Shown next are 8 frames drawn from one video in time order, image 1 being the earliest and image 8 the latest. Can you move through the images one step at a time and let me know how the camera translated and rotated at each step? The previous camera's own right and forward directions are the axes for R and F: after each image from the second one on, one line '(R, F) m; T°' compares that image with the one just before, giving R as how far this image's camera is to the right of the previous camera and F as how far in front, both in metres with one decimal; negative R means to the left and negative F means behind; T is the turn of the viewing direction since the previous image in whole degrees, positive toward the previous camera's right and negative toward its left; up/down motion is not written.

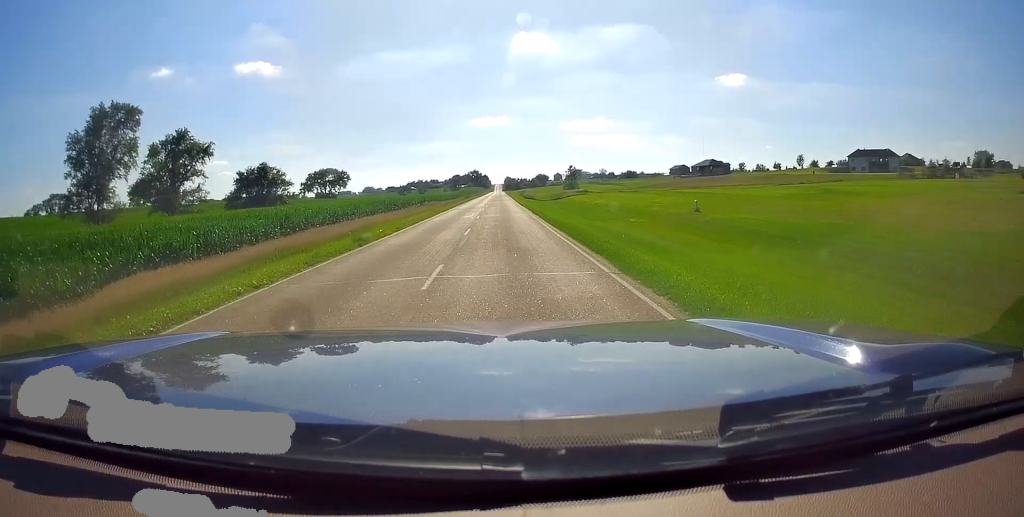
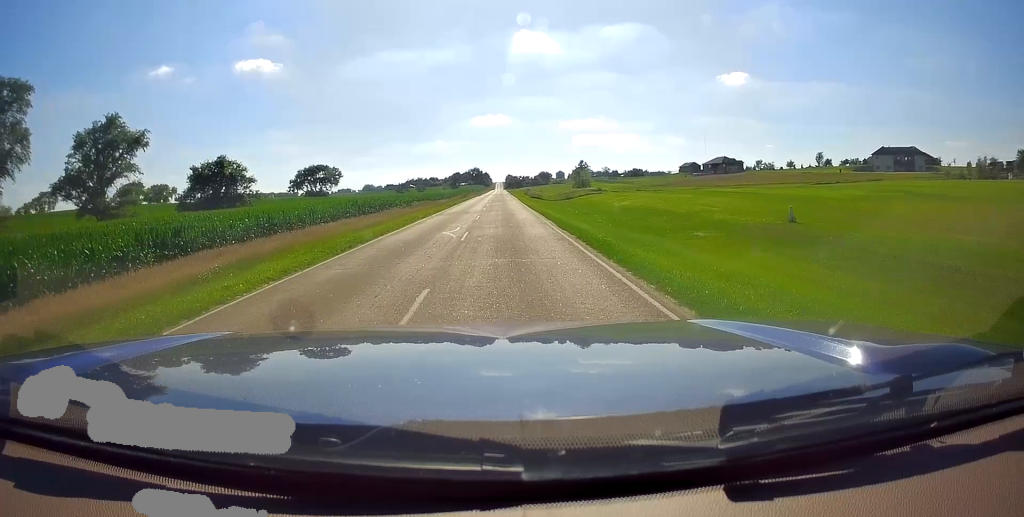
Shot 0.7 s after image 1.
(0.0, +15.1) m; 0°
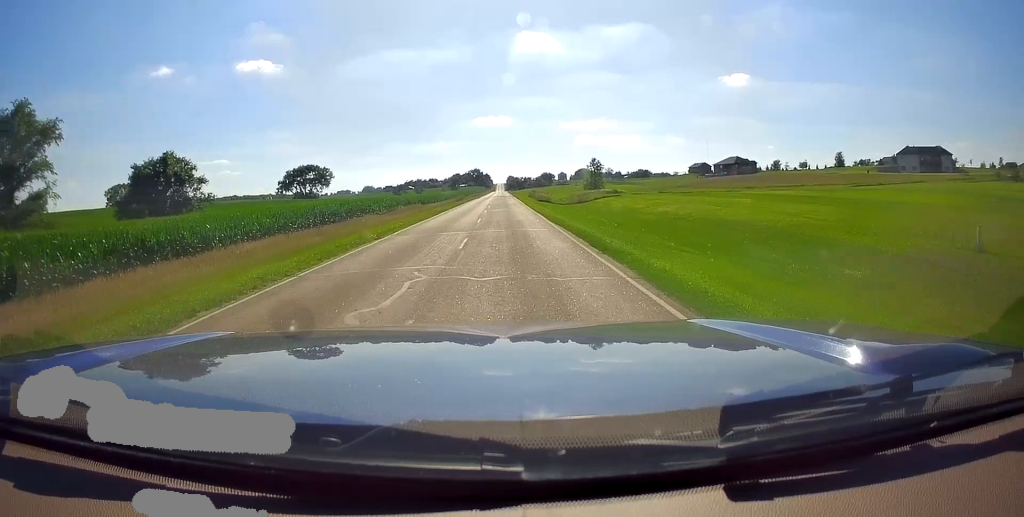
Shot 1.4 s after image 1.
(0.0, +14.0) m; 0°
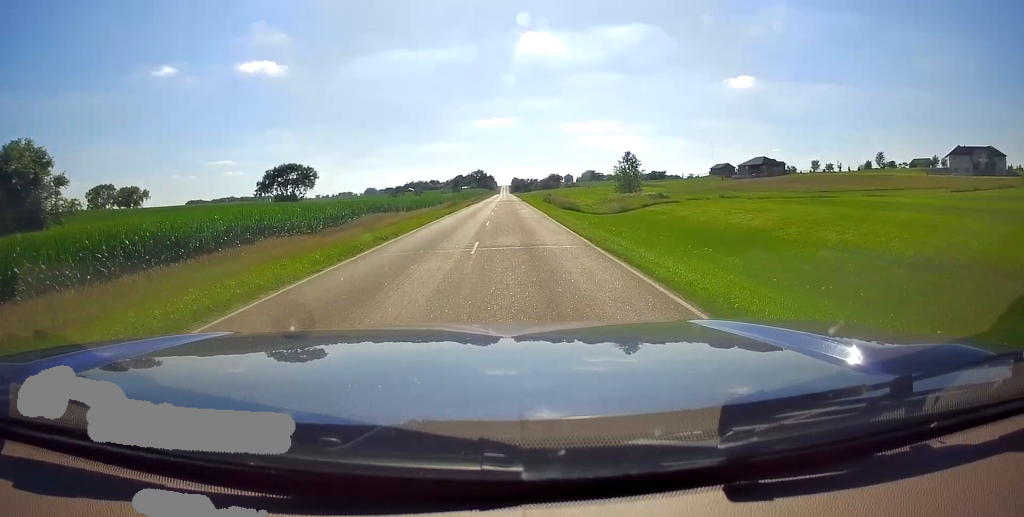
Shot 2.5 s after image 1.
(0.0, +24.5) m; -1°
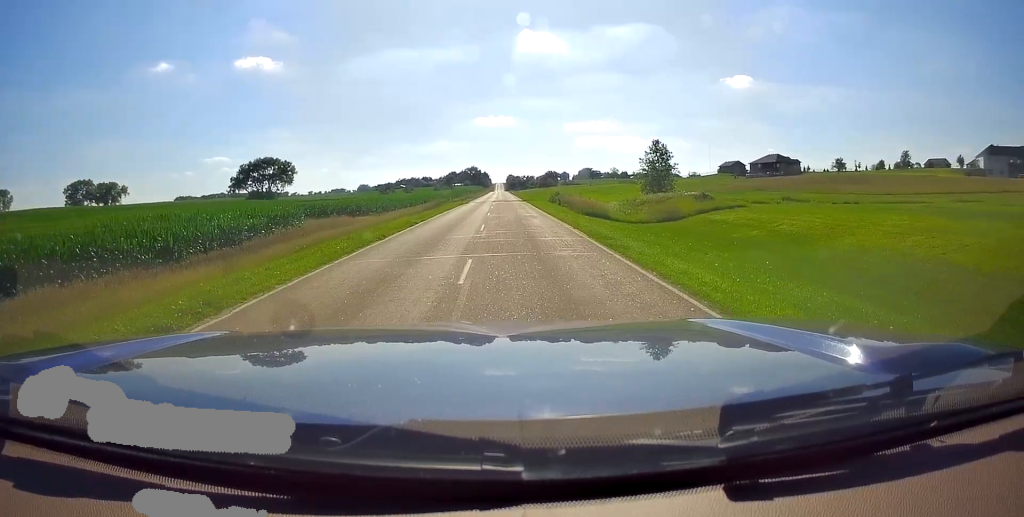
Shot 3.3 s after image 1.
(0.0, +16.9) m; -1°
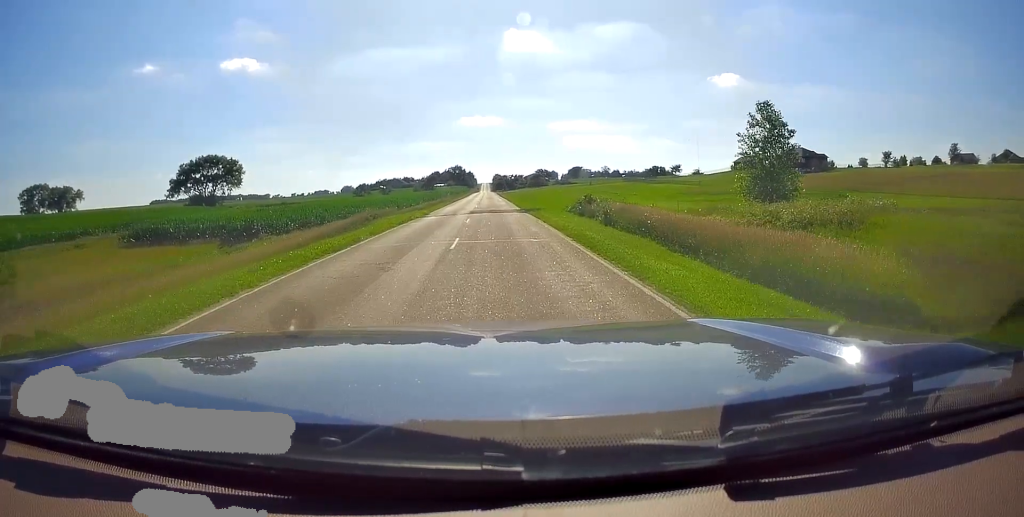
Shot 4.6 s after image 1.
(-0.1, +29.6) m; +1°
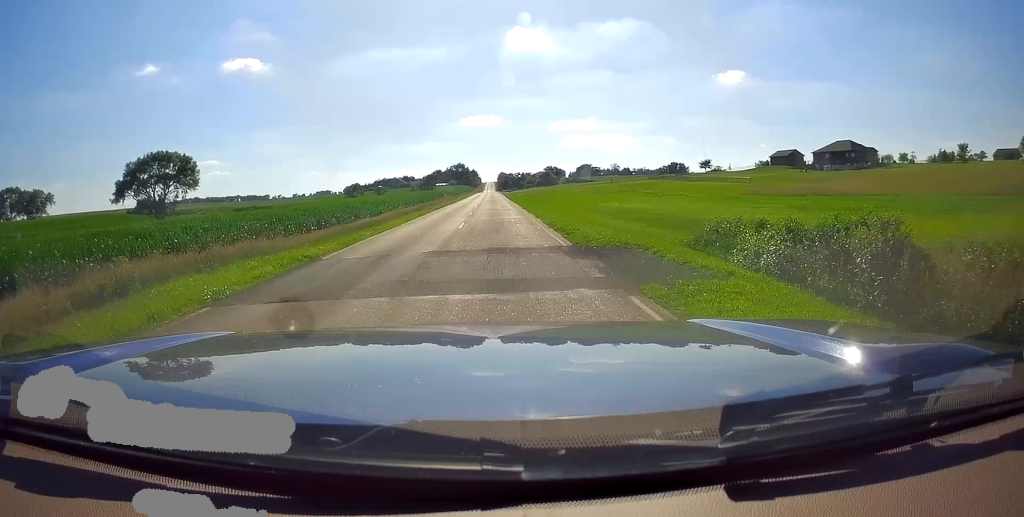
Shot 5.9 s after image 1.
(+0.3, +27.6) m; +2°
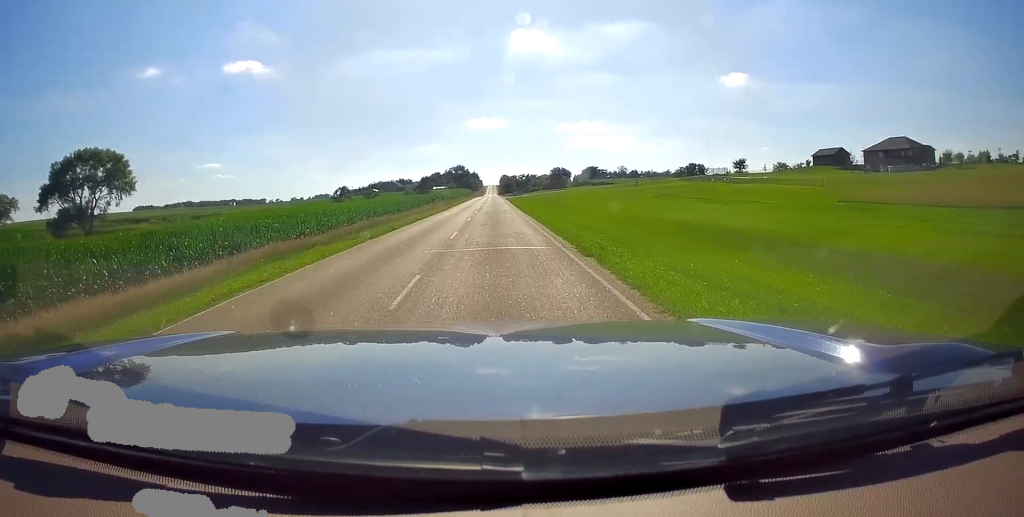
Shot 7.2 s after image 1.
(+0.5, +27.4) m; 0°
